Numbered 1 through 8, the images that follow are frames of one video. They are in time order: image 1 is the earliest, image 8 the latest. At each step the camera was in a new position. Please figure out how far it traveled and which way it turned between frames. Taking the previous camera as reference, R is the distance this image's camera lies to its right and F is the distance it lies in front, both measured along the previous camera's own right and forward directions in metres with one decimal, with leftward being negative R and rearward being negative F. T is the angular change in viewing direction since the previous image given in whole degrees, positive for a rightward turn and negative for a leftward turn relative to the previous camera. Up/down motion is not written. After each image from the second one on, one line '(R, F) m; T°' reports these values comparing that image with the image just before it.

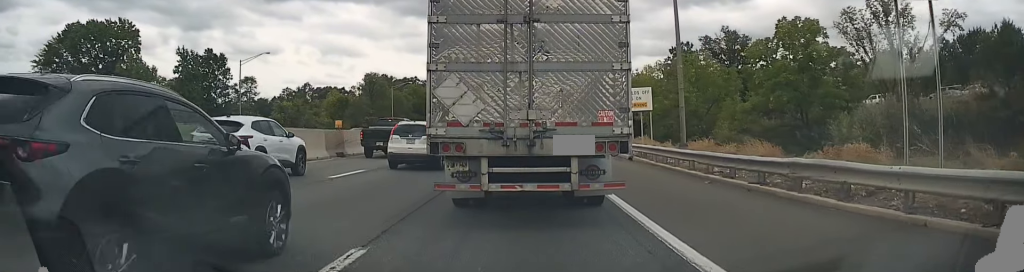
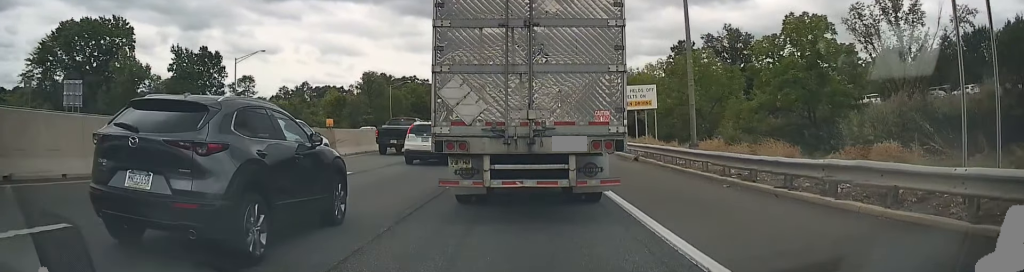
(0.0, +1.6) m; 0°
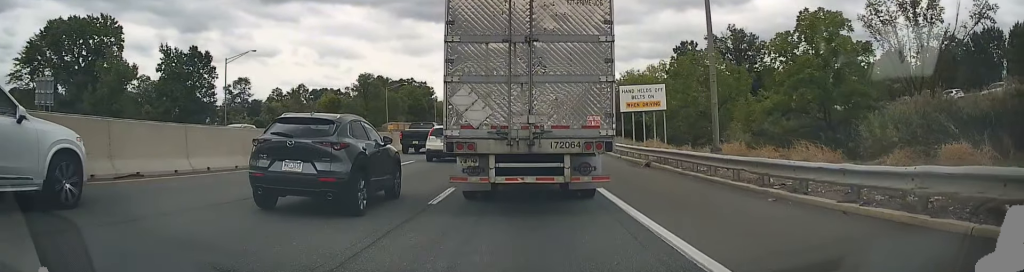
(-0.1, +2.9) m; +1°
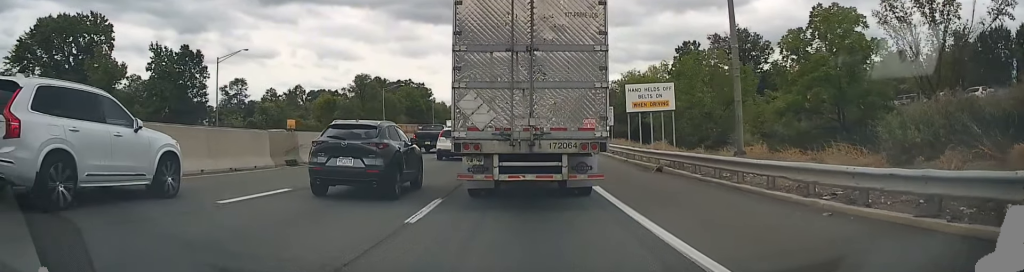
(0.0, +2.3) m; -1°
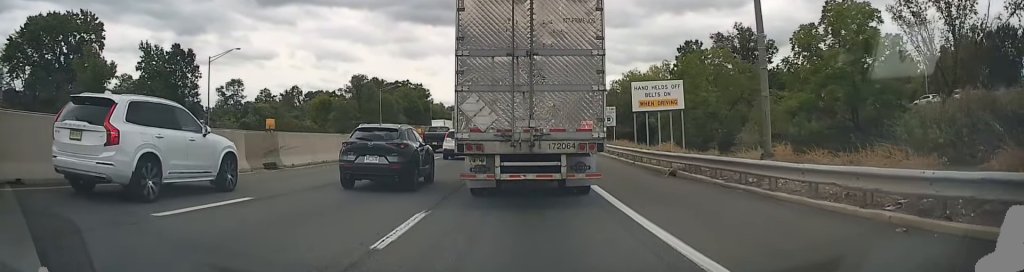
(+0.2, +2.0) m; -2°
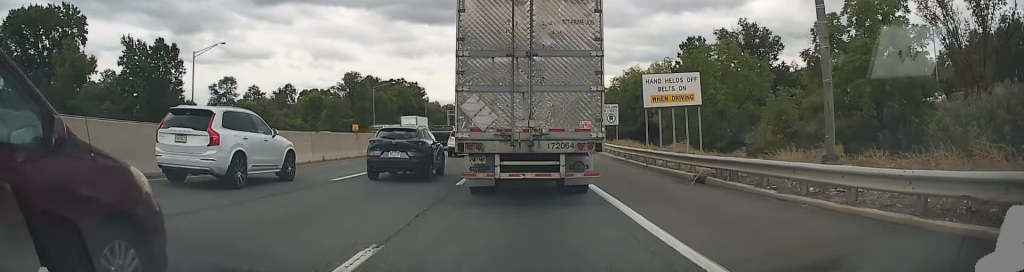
(-0.3, +3.6) m; -1°
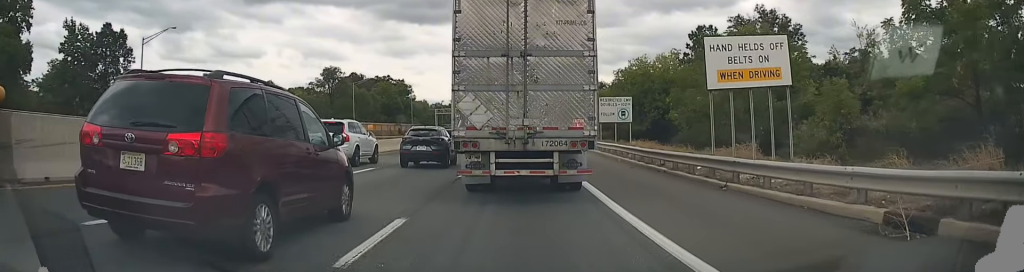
(+0.2, +10.7) m; 0°
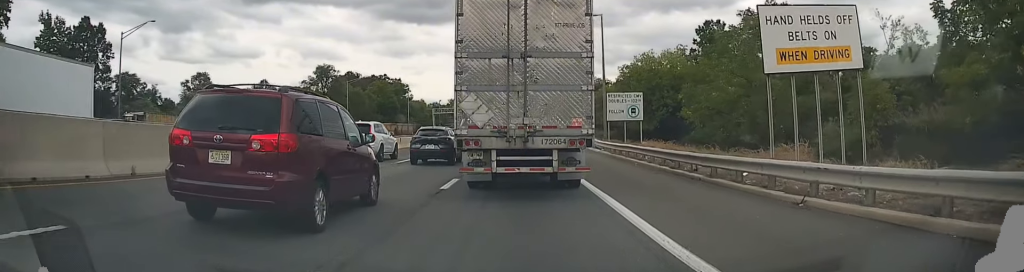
(0.0, +4.4) m; 0°
